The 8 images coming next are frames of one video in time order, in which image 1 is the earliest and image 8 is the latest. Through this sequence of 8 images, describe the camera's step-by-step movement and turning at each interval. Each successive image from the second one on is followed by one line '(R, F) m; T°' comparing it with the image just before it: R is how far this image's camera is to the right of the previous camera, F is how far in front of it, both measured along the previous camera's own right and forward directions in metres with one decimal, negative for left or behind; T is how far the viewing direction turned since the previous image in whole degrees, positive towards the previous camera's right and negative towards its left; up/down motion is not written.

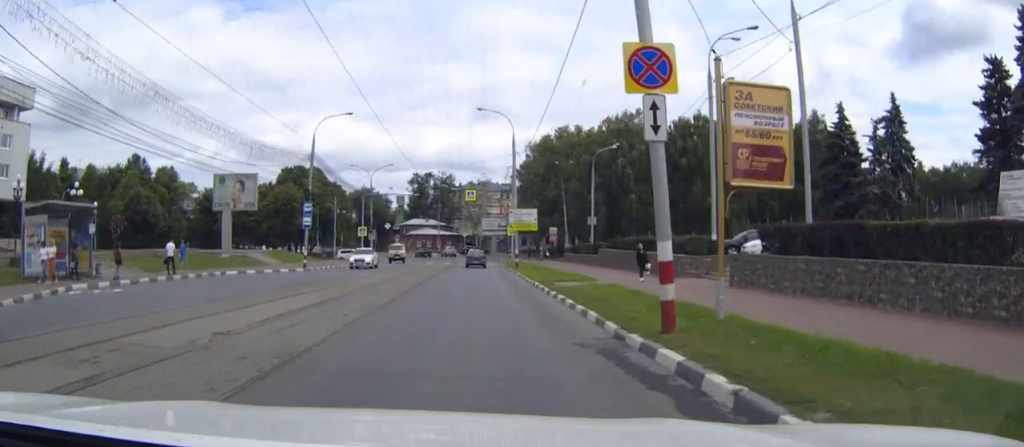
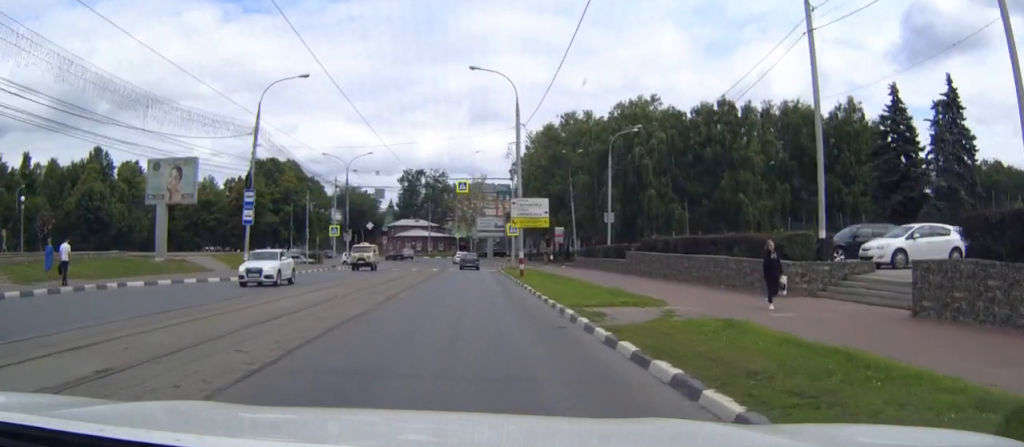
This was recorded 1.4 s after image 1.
(+0.1, +12.7) m; +1°
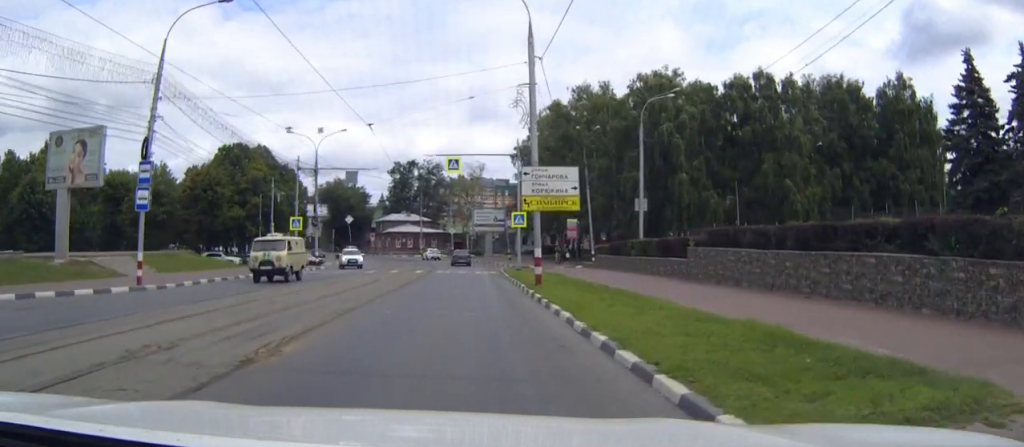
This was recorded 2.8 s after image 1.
(0.0, +13.3) m; 0°
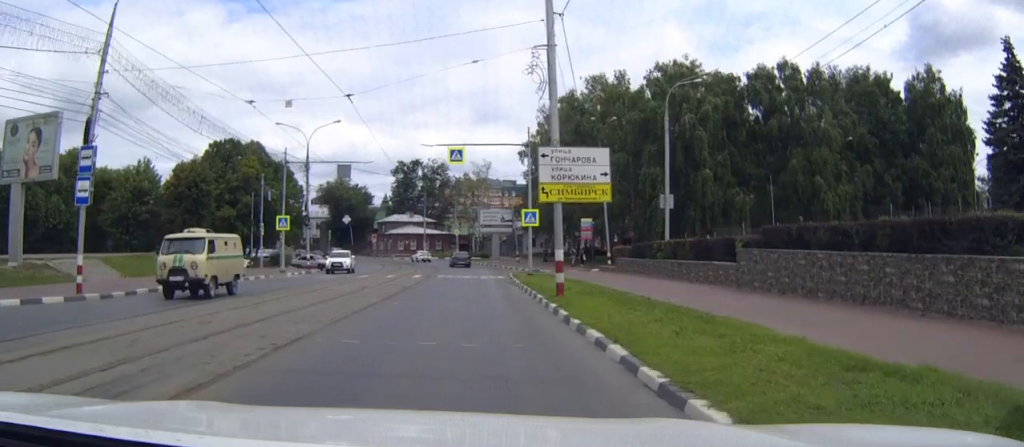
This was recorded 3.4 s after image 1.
(0.0, +5.3) m; 0°
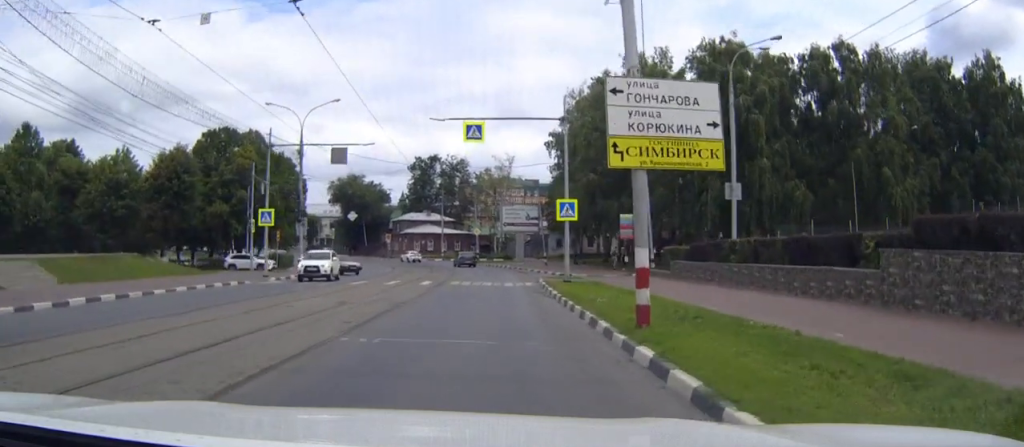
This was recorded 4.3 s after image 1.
(-0.1, +8.4) m; -1°
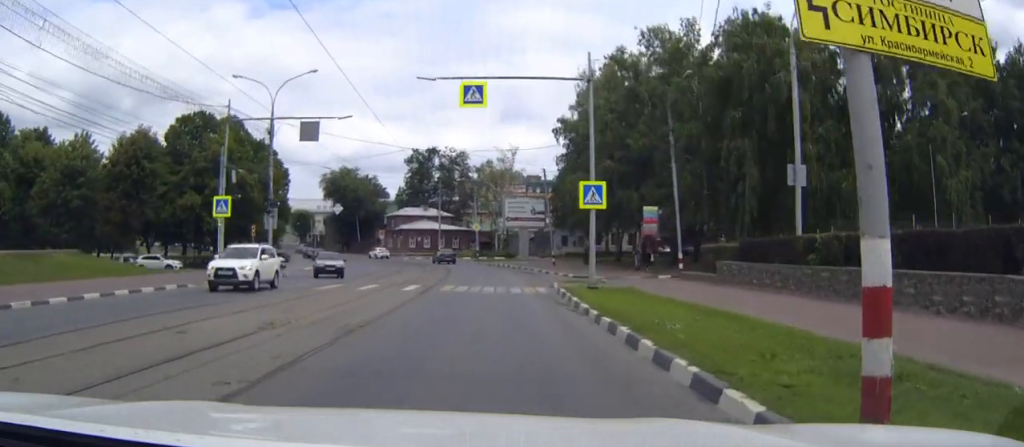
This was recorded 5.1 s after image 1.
(0.0, +7.5) m; 0°
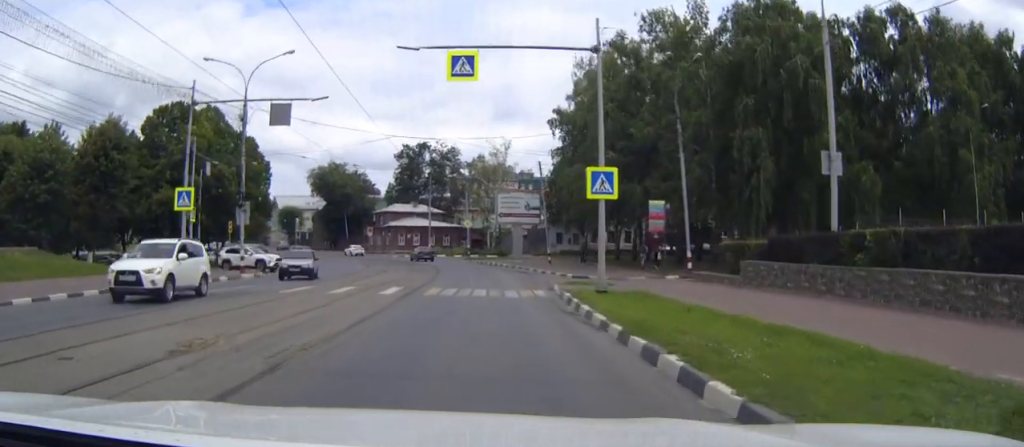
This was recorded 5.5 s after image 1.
(0.0, +3.7) m; 0°
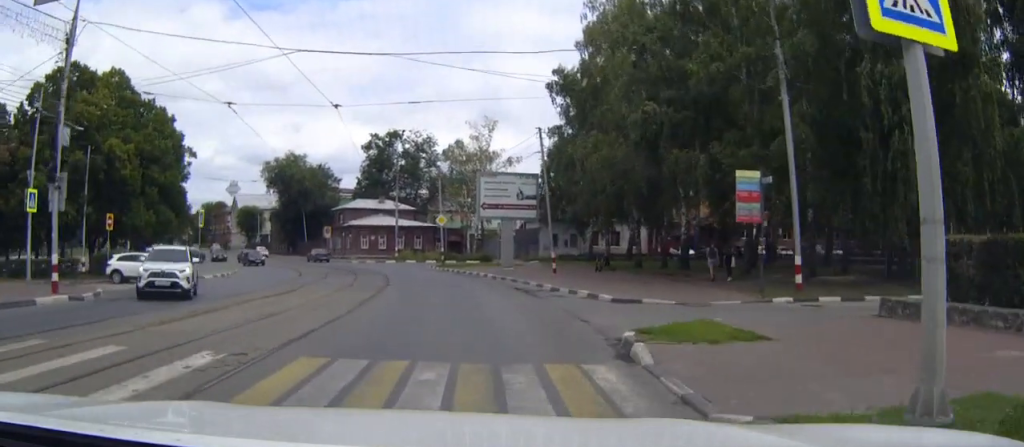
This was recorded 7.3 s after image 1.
(+0.3, +17.1) m; +1°
